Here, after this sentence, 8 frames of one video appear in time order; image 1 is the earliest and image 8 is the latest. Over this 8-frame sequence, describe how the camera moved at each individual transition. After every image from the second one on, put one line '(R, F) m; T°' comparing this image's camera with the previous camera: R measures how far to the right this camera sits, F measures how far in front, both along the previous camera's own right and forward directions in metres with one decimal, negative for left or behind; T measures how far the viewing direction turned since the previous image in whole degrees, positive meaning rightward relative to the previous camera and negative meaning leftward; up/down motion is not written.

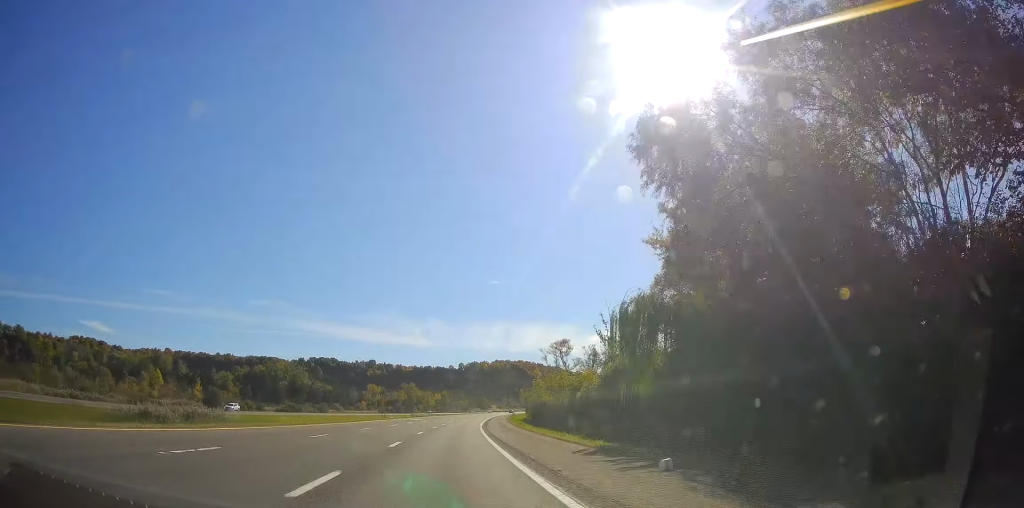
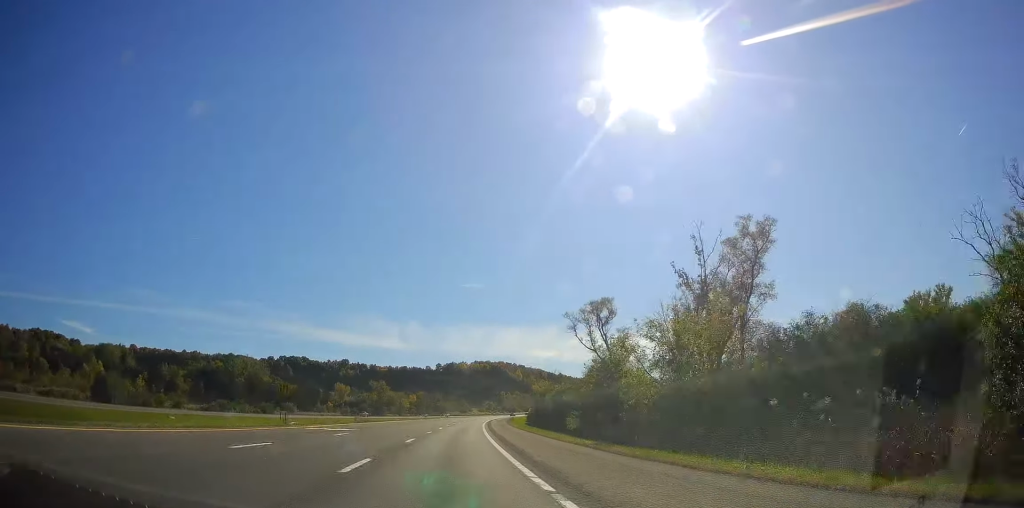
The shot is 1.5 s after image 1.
(+0.8, +45.1) m; +2°
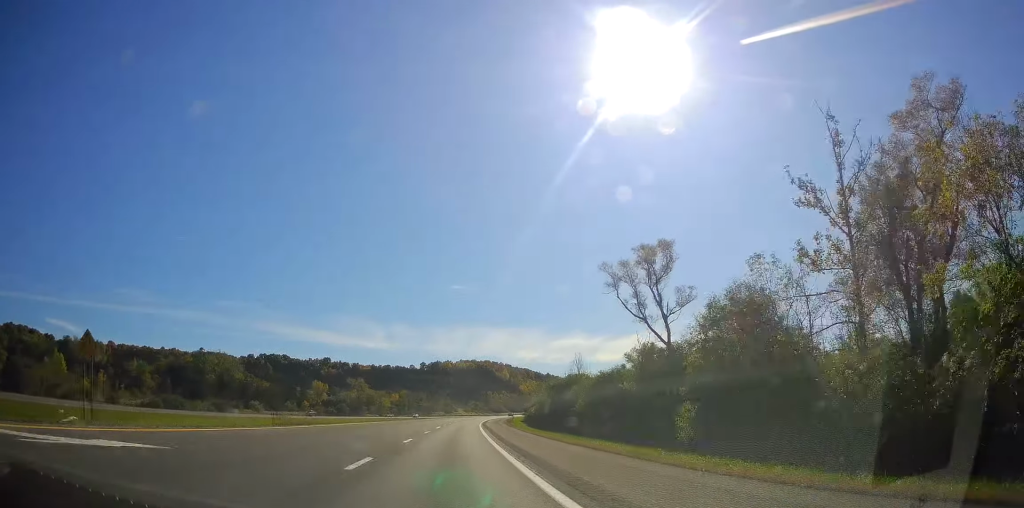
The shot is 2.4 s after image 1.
(+0.3, +24.6) m; +1°
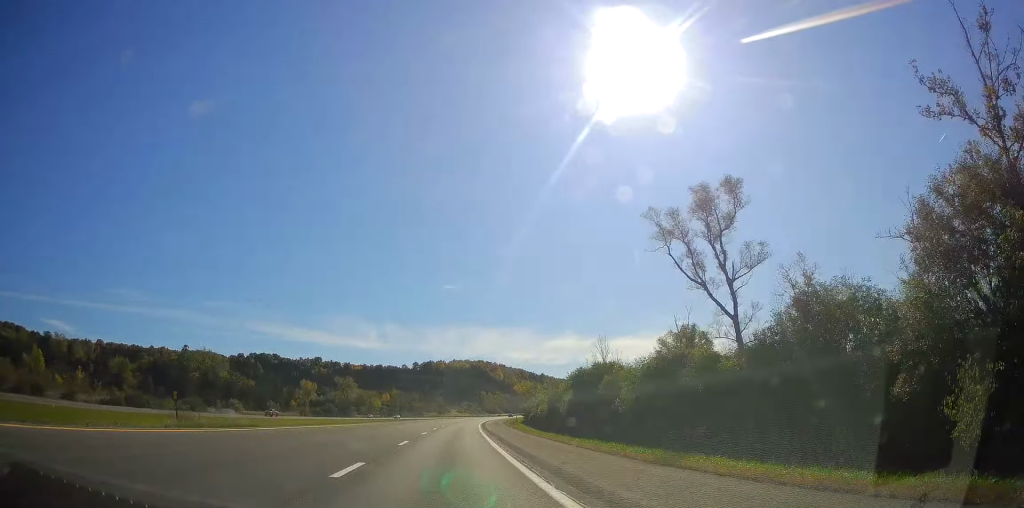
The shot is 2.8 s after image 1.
(0.0, +13.7) m; 0°
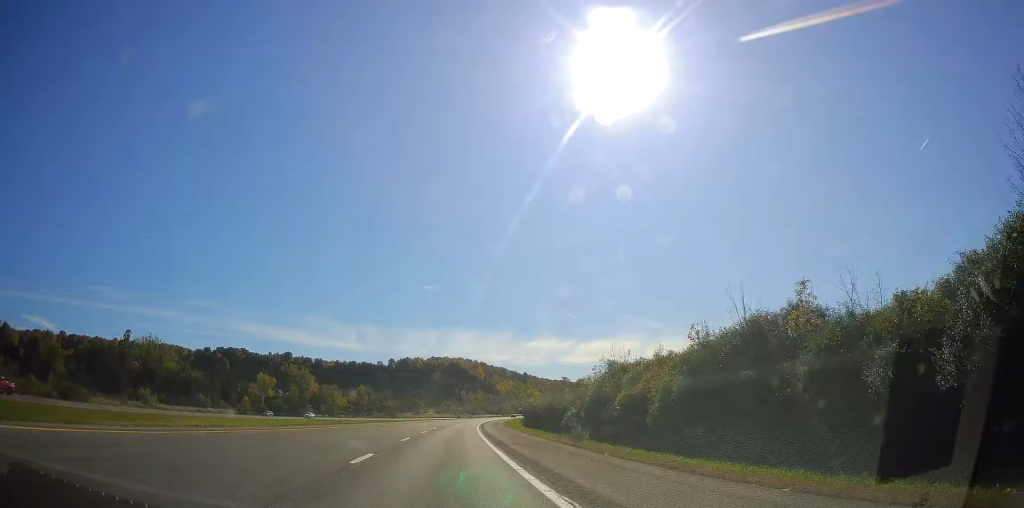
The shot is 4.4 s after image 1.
(+0.9, +46.2) m; +3°
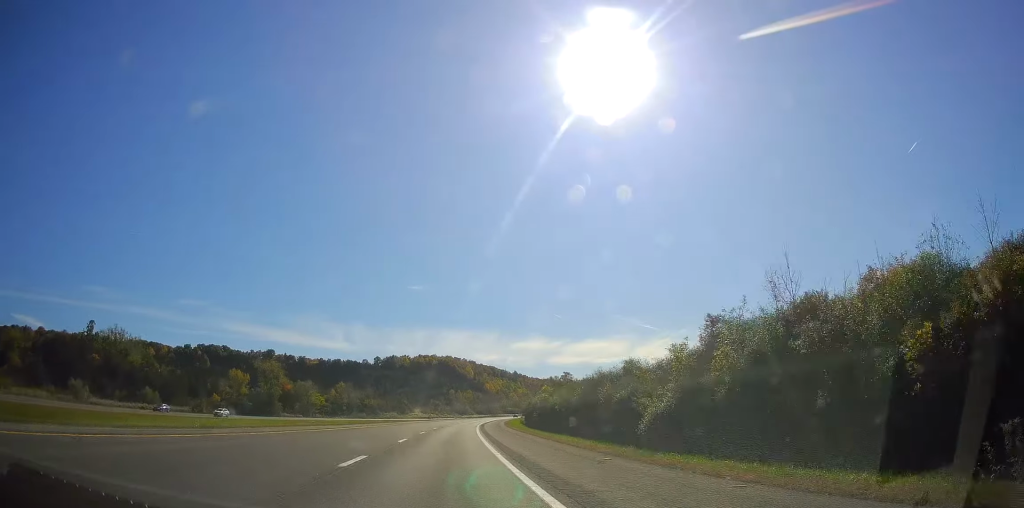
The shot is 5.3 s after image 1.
(+0.4, +25.5) m; +1°
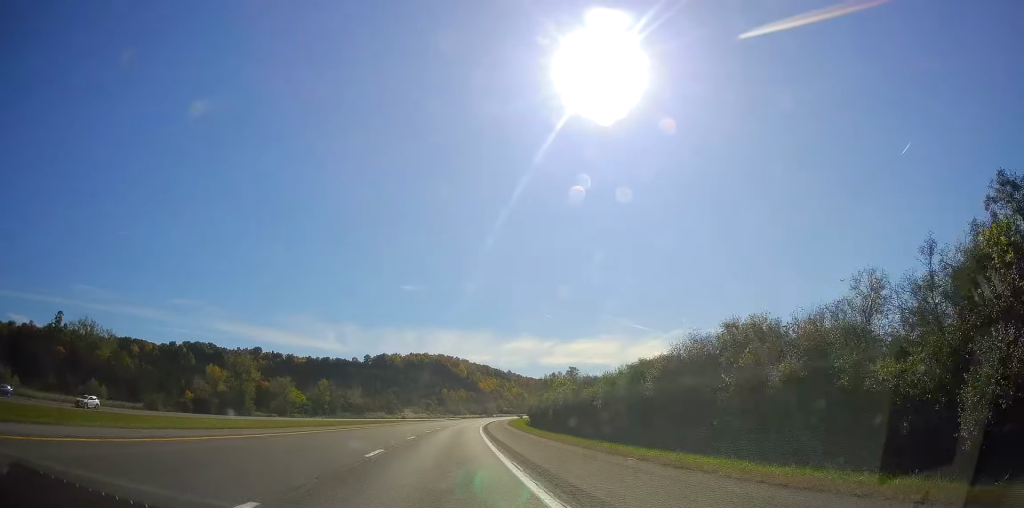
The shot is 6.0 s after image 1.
(+0.1, +21.6) m; +1°
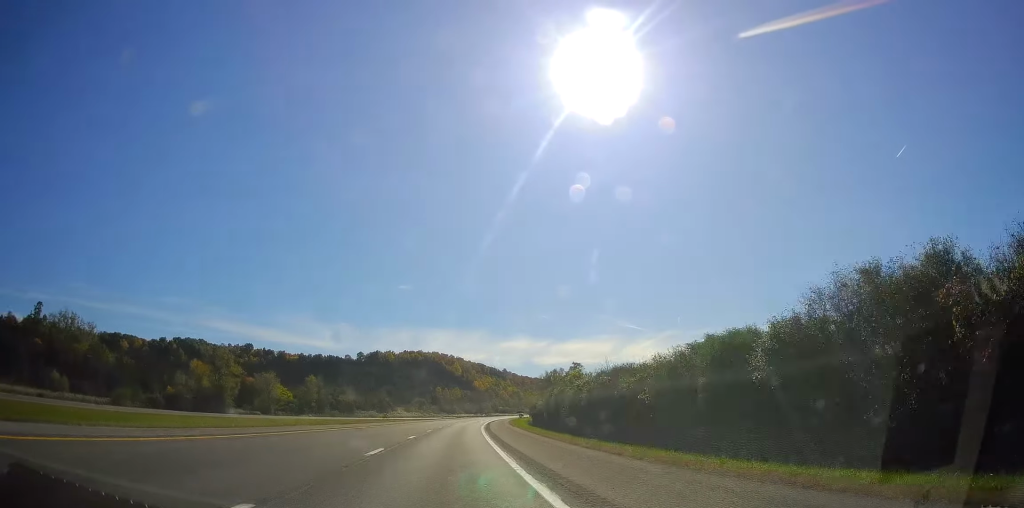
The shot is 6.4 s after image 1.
(+0.1, +12.6) m; 0°
